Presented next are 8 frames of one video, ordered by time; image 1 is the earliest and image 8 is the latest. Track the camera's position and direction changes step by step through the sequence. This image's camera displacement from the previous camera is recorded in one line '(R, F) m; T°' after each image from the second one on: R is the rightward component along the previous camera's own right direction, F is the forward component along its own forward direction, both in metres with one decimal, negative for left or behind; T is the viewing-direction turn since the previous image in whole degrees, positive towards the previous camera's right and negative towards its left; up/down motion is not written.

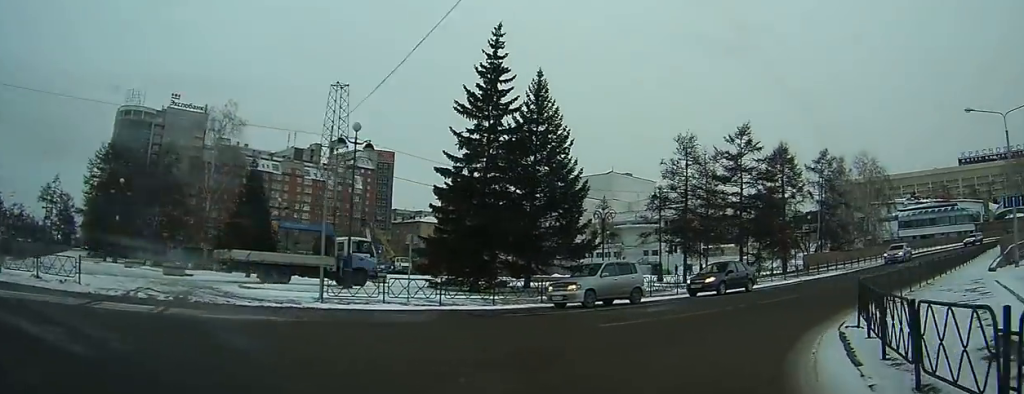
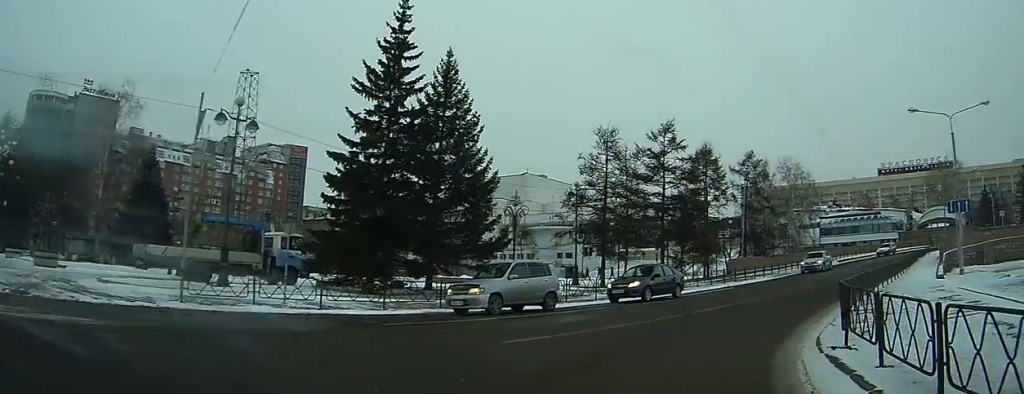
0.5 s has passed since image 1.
(+0.5, +3.8) m; +12°
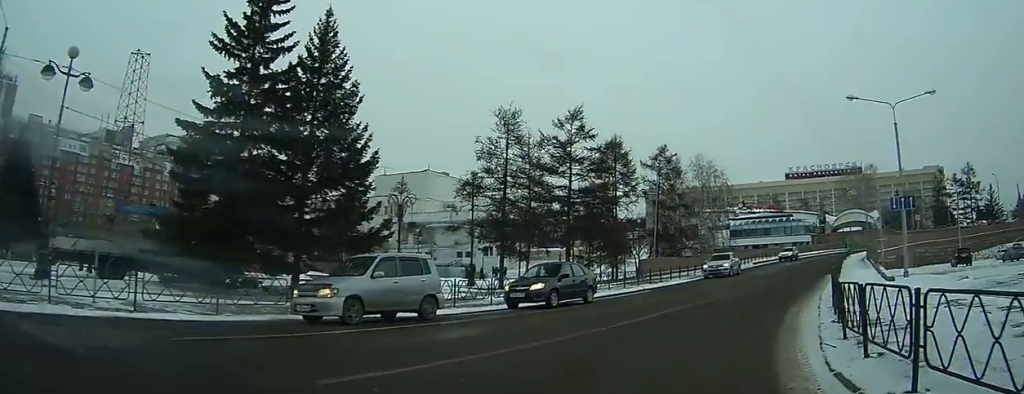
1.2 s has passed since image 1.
(+0.7, +5.1) m; +10°
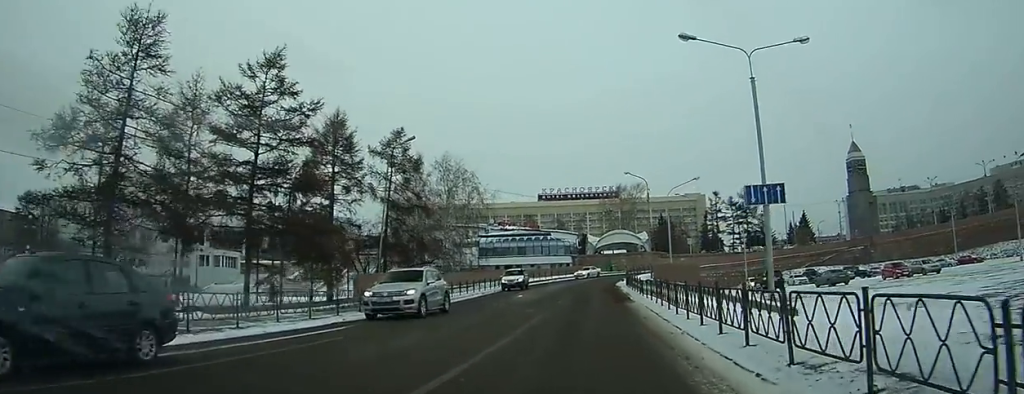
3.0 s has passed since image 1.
(+1.7, +13.1) m; +11°
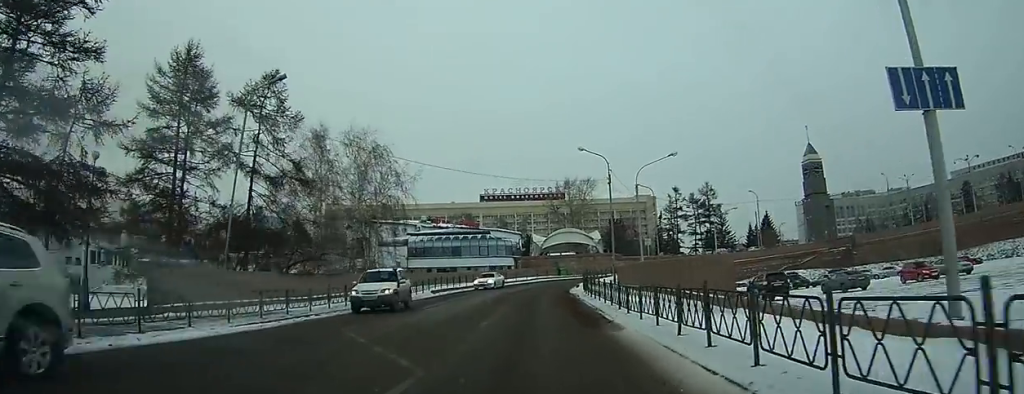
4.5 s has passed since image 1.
(+0.4, +10.7) m; +3°
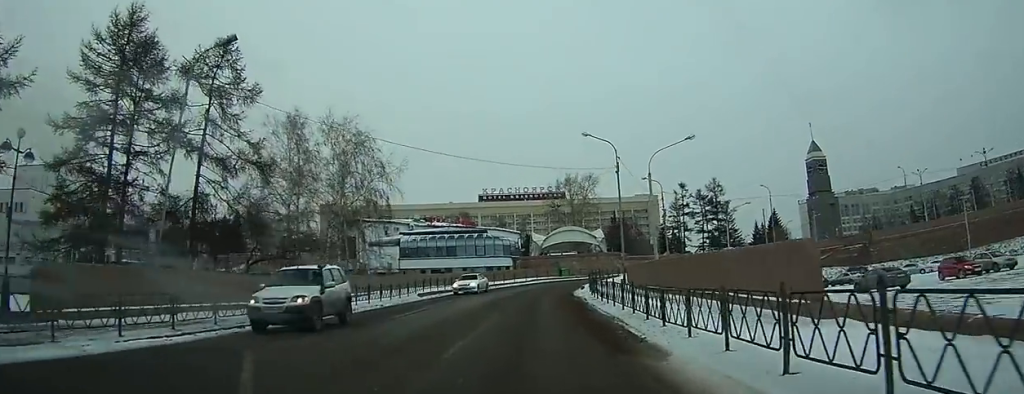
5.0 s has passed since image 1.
(0.0, +4.4) m; +1°
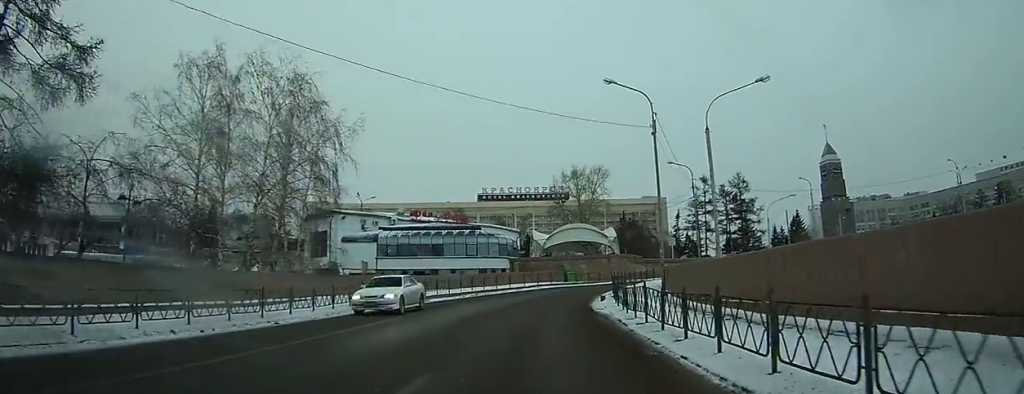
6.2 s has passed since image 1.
(+0.2, +11.0) m; +1°
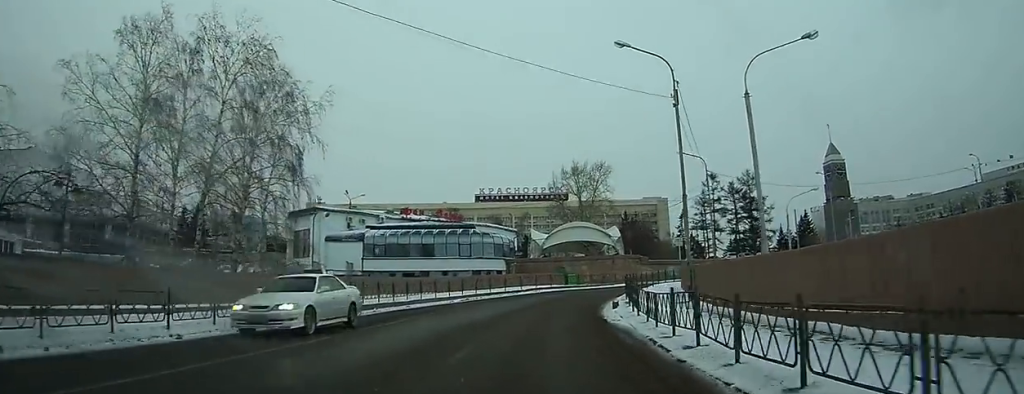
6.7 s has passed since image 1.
(0.0, +4.7) m; 0°
